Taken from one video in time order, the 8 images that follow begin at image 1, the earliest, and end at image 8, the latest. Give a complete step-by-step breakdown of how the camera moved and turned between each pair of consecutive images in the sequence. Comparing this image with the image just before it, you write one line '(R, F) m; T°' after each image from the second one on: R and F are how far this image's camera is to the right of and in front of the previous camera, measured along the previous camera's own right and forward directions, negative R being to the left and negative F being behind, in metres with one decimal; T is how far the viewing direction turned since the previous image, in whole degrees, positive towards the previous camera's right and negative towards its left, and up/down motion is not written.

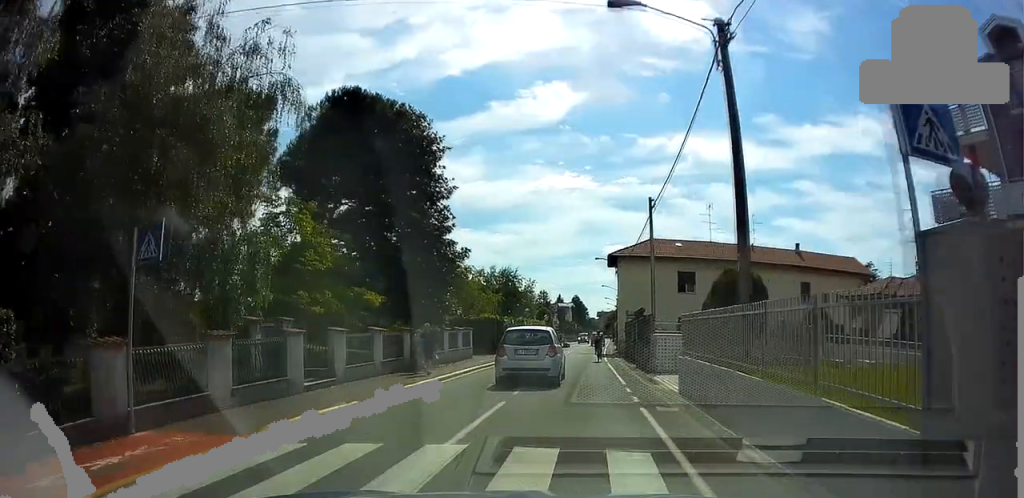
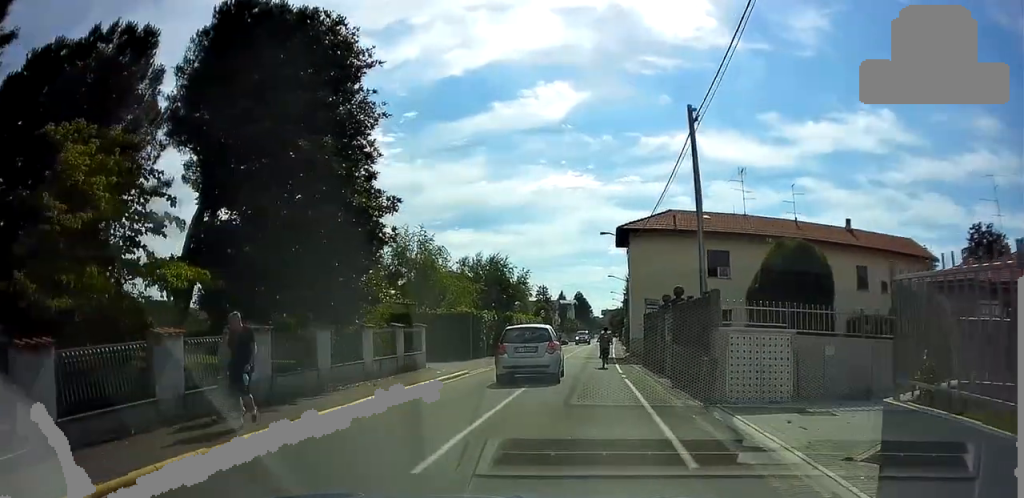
(-0.4, +10.5) m; -1°
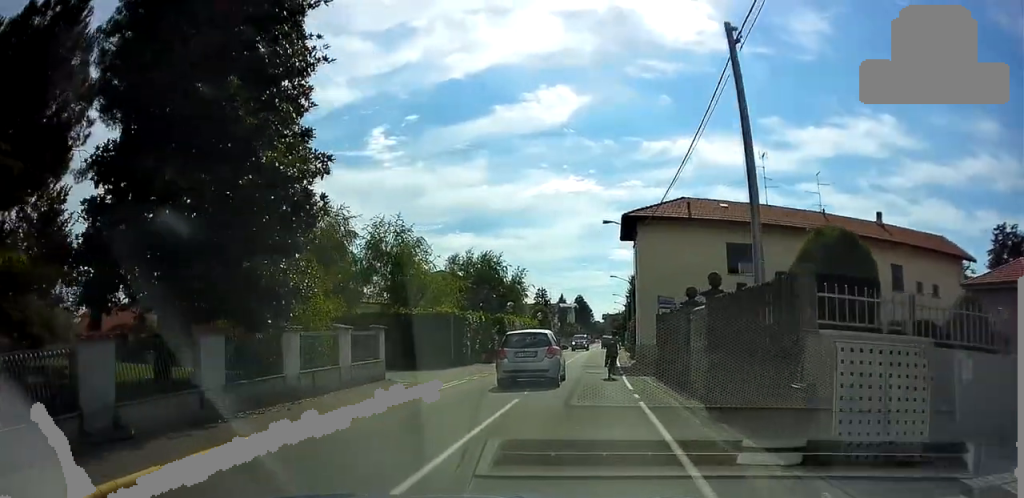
(0.0, +4.9) m; 0°
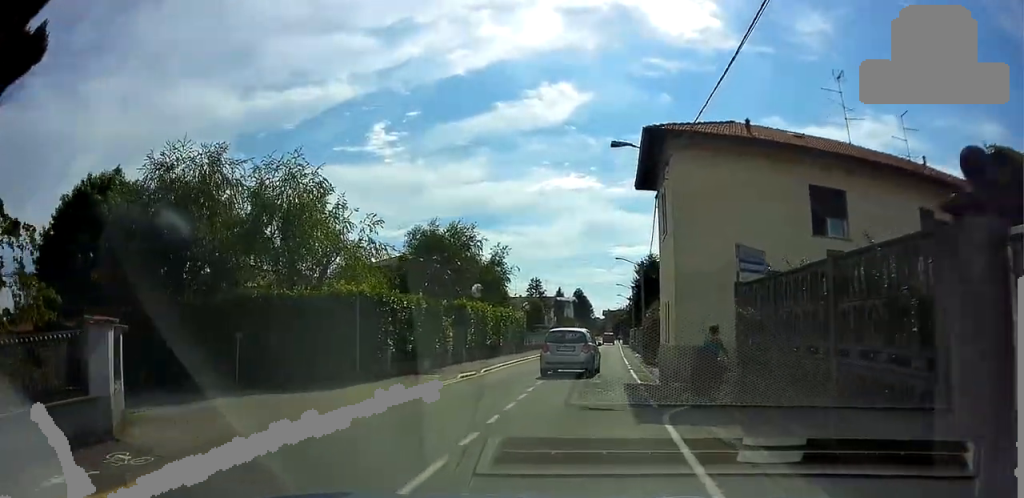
(+0.1, +13.0) m; -1°
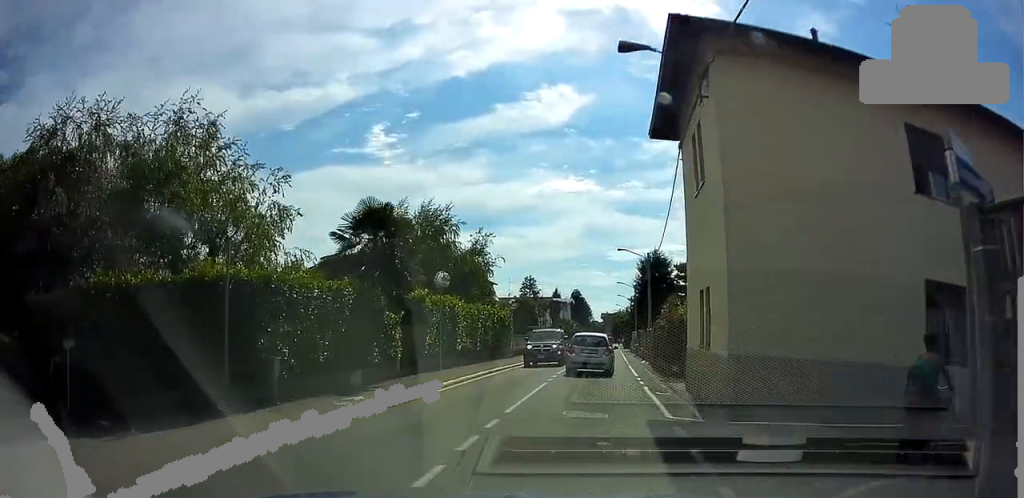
(-0.1, +7.2) m; 0°
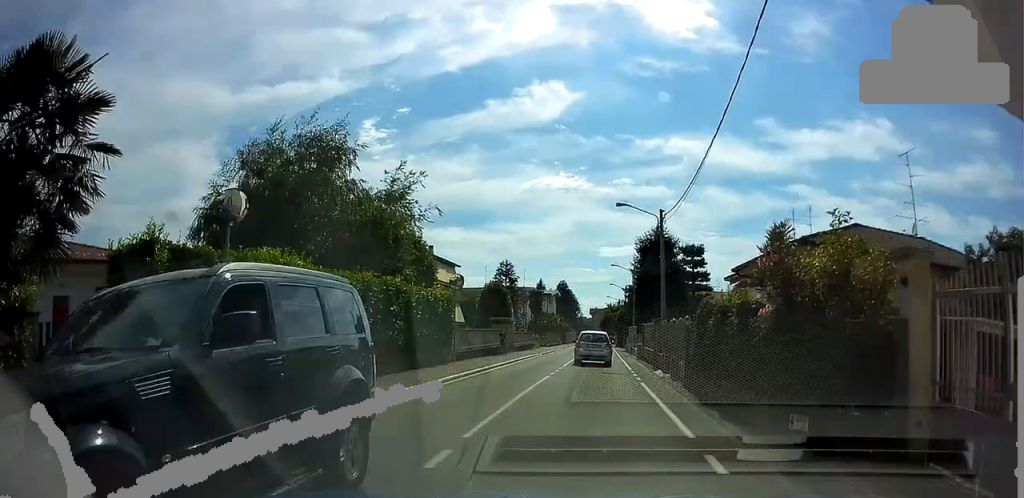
(+0.2, +13.8) m; +1°
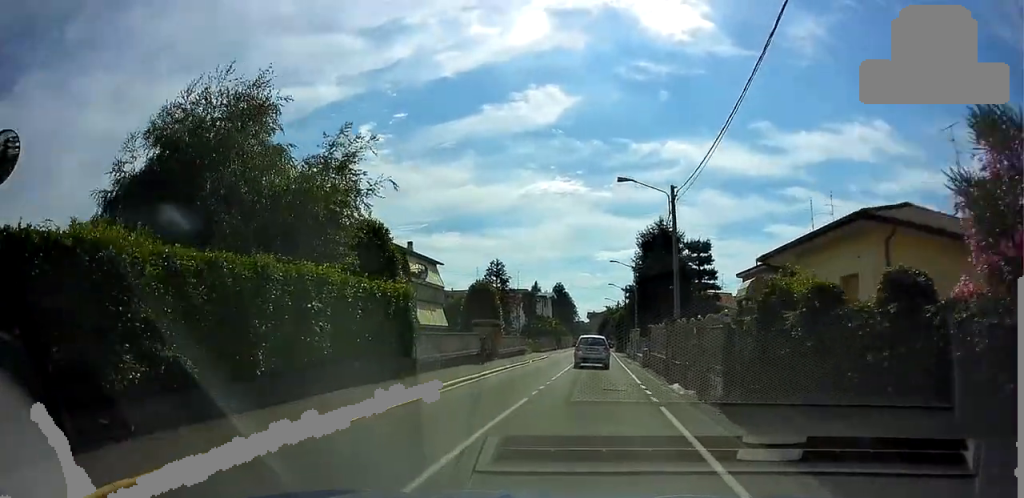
(+0.1, +5.1) m; 0°
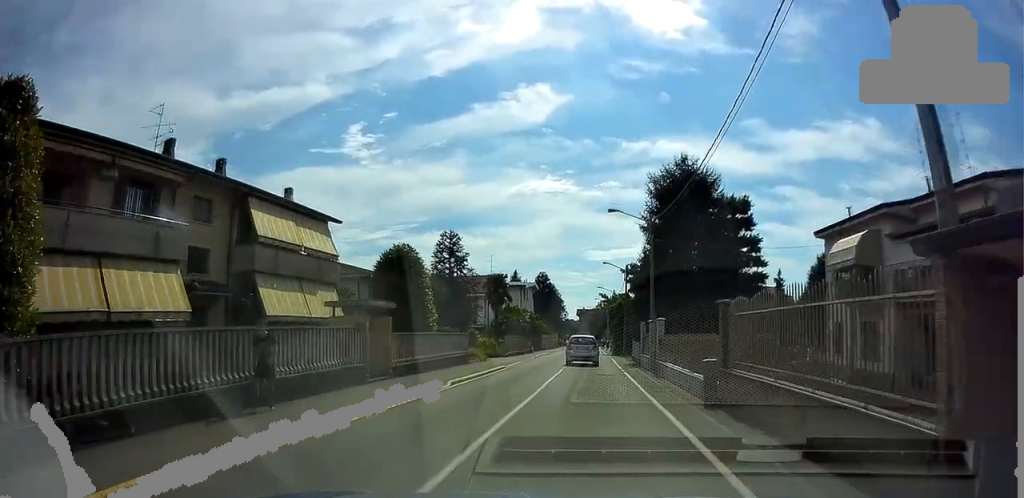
(+0.2, +18.9) m; +2°
